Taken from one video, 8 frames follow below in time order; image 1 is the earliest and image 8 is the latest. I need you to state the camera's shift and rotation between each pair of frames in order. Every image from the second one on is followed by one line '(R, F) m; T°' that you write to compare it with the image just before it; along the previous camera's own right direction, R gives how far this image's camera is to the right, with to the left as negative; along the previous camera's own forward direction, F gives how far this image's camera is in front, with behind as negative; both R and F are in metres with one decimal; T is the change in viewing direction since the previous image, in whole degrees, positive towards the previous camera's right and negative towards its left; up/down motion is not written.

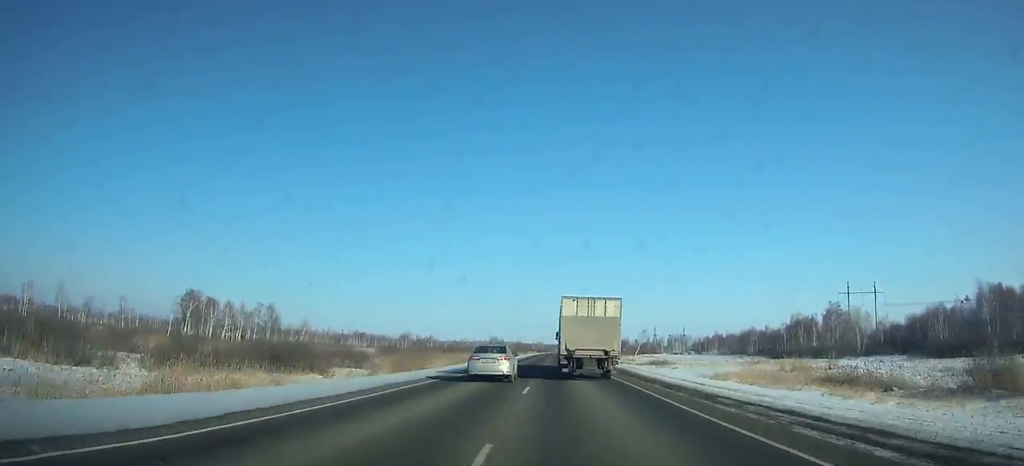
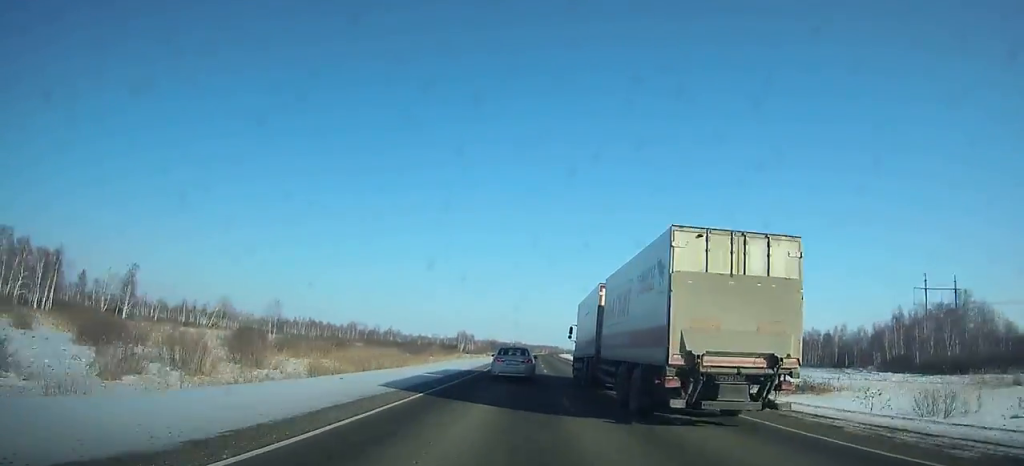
(+0.2, +62.3) m; +1°
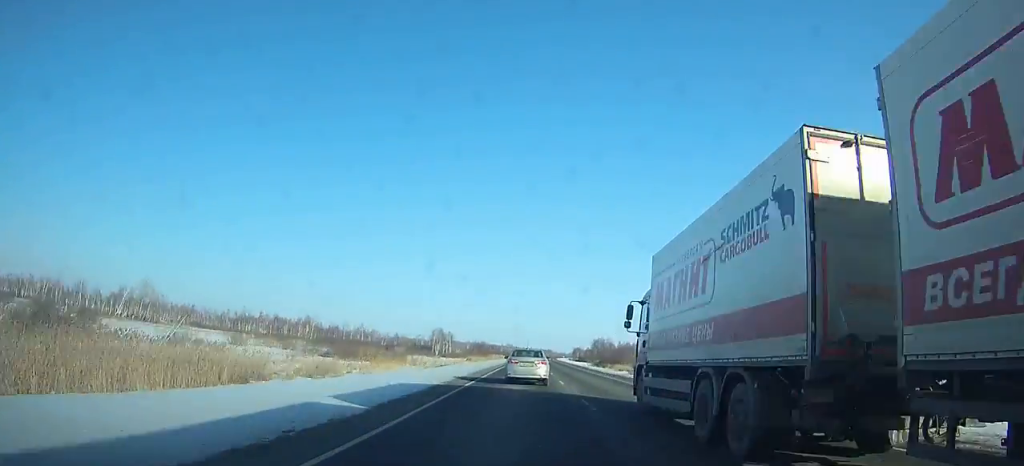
(+0.3, +47.4) m; +1°
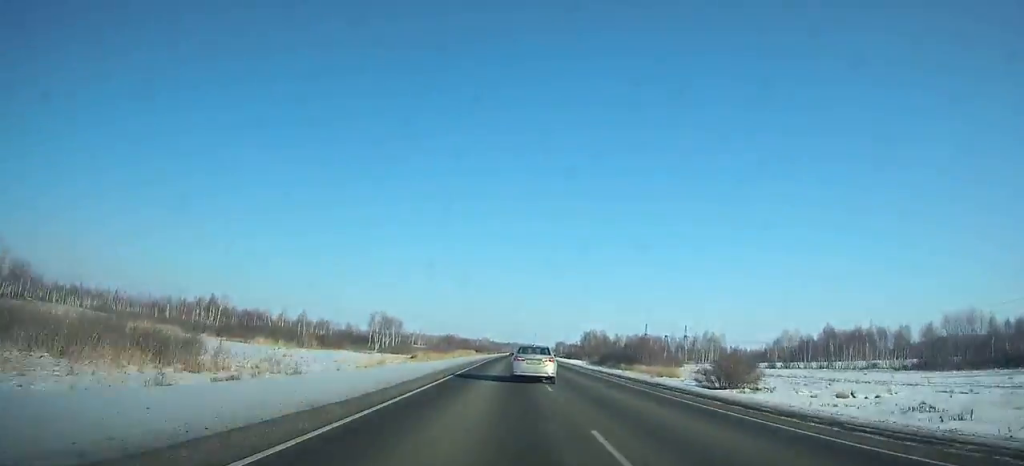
(+0.4, +55.1) m; +1°
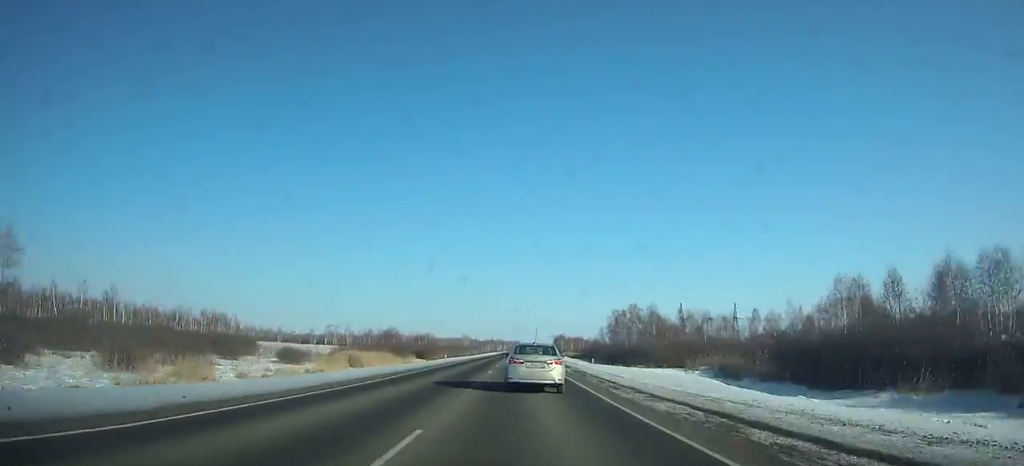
(+2.2, +117.2) m; +1°
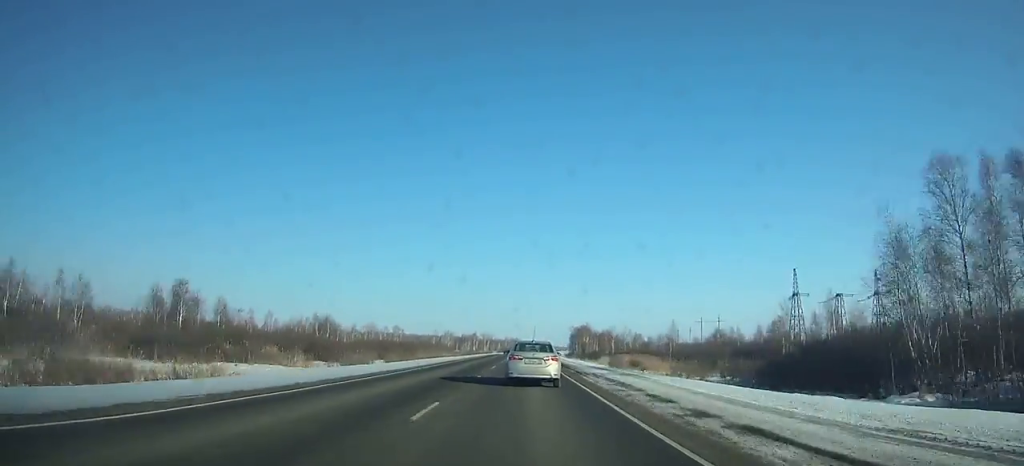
(+0.6, +128.8) m; +1°
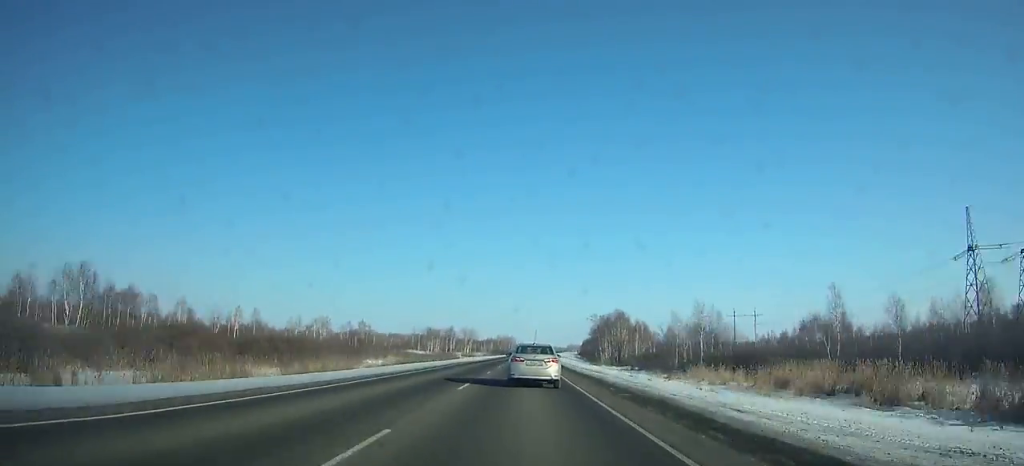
(+0.2, +76.0) m; +1°
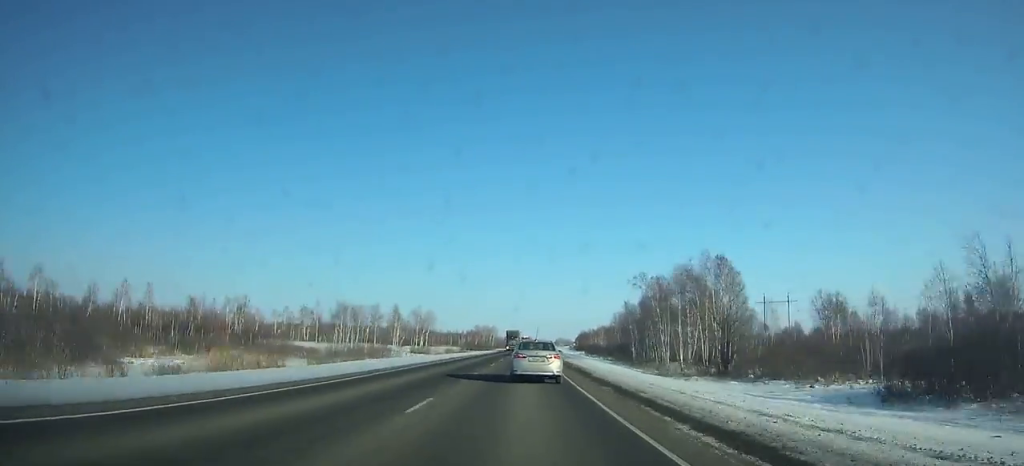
(+0.5, +66.7) m; +1°
